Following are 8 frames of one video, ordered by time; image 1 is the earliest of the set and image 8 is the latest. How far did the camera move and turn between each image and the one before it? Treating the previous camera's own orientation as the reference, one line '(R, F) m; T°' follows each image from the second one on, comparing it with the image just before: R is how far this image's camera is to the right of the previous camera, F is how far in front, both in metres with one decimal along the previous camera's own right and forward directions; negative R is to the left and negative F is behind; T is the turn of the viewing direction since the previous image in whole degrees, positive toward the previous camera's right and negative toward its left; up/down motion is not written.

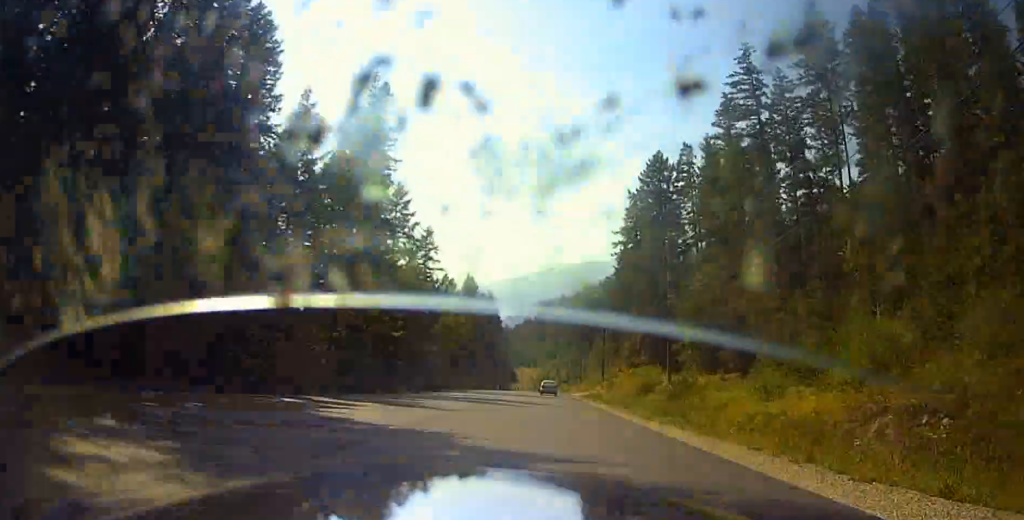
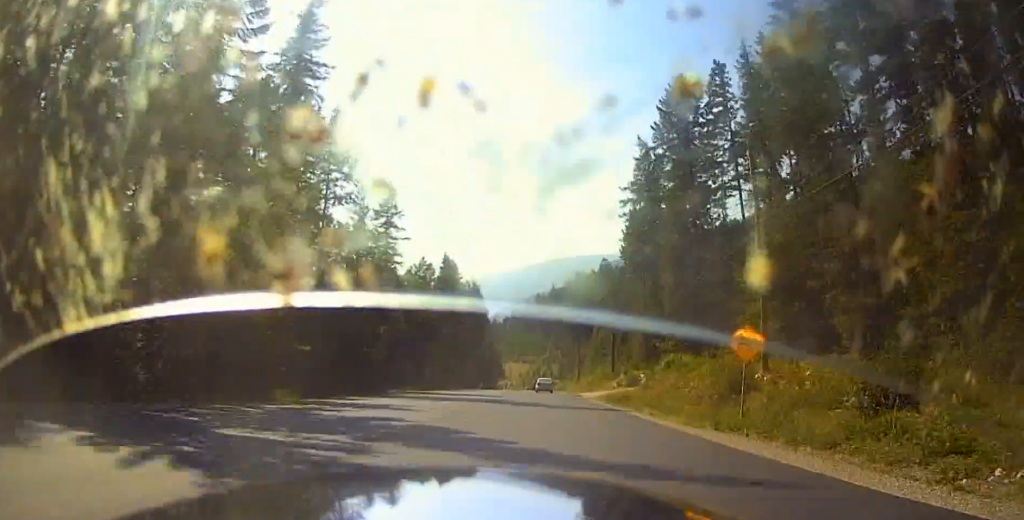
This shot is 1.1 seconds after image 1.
(+0.6, +23.6) m; +3°
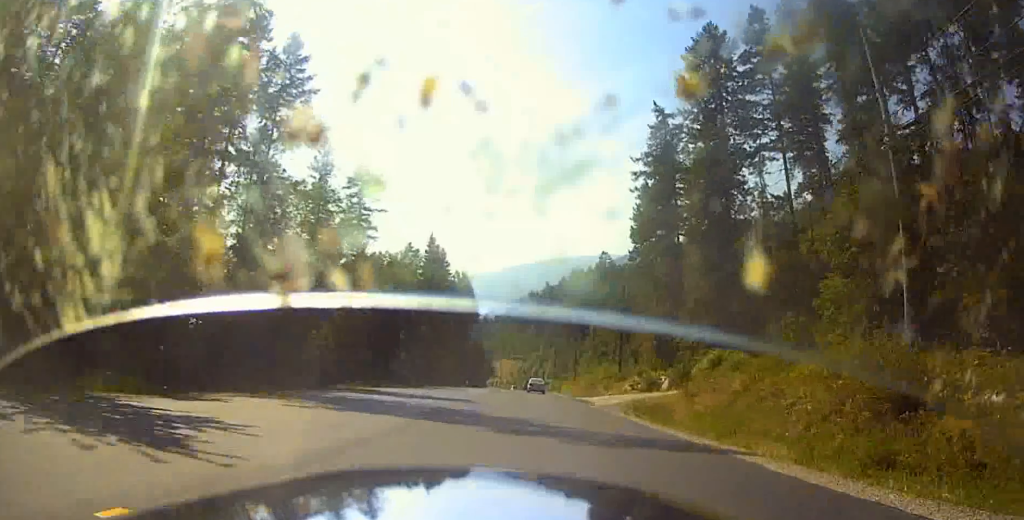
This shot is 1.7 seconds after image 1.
(+0.3, +12.6) m; +1°
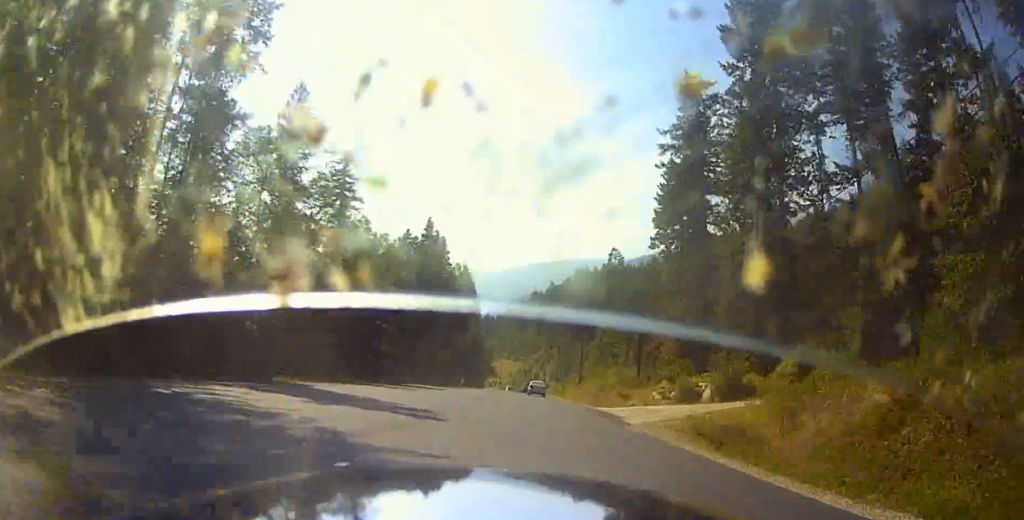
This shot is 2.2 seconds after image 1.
(+0.1, +10.7) m; 0°
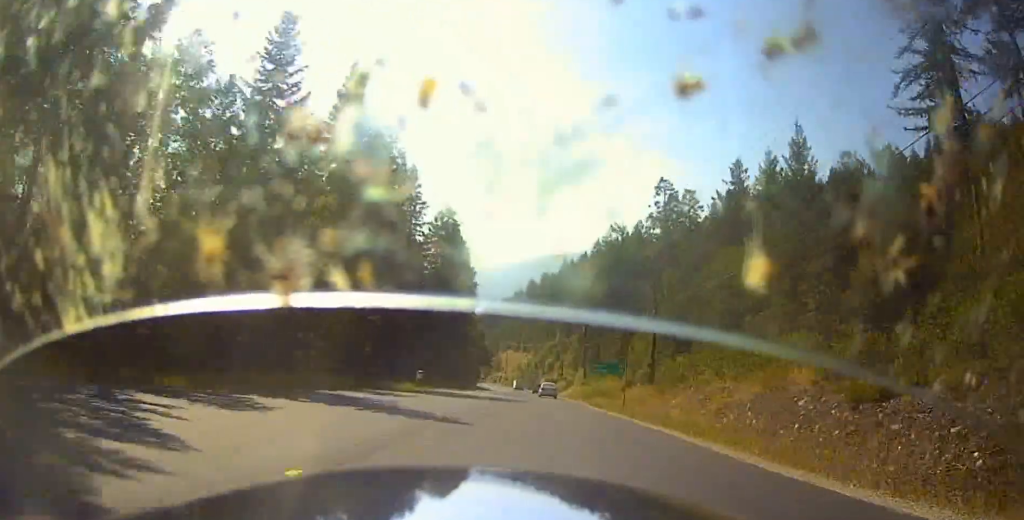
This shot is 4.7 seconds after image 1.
(-0.9, +57.8) m; -2°
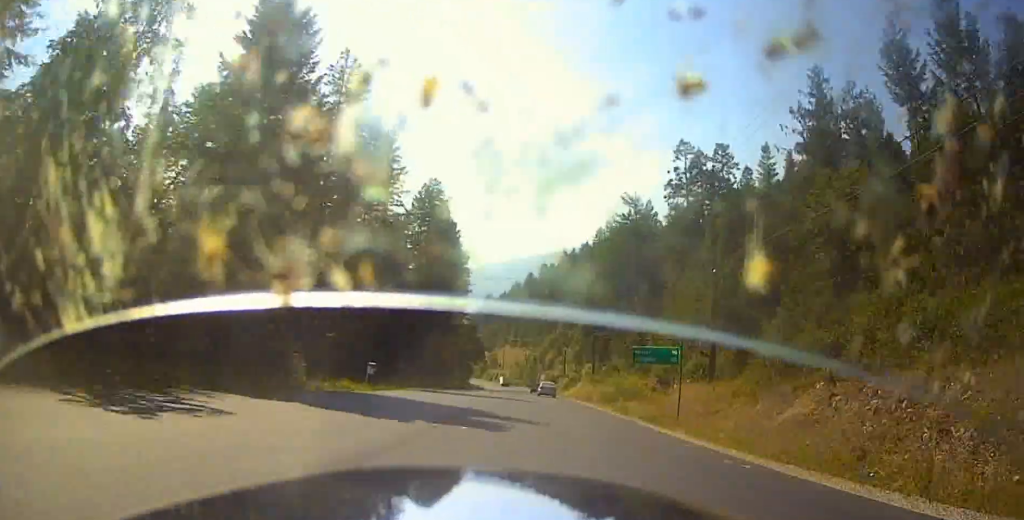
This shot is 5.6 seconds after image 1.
(-0.4, +19.9) m; 0°
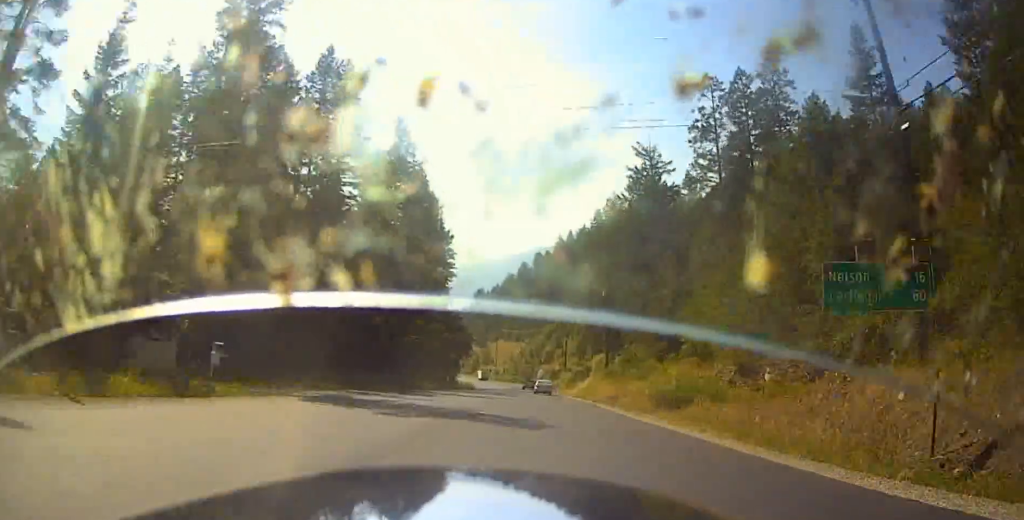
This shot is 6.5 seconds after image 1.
(+0.3, +23.8) m; -2°
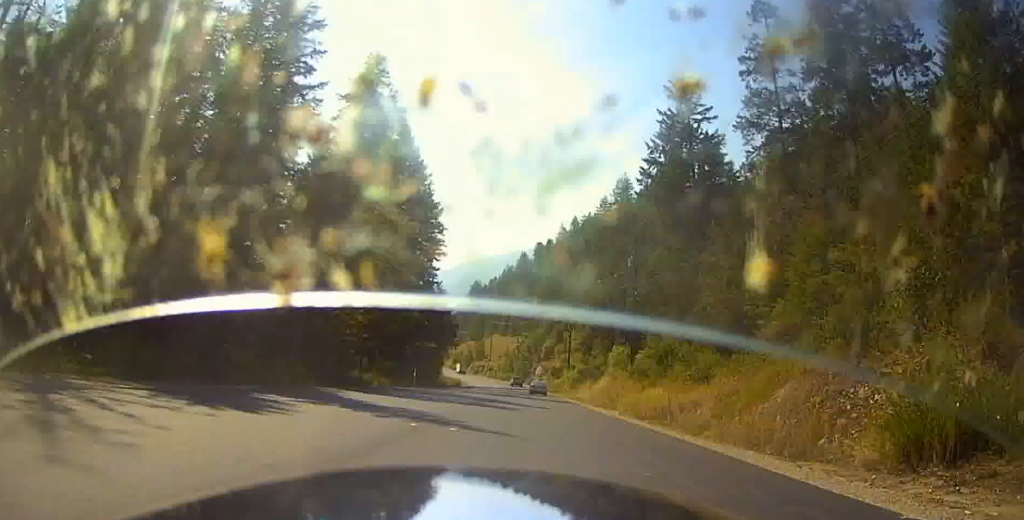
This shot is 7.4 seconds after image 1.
(-0.7, +22.0) m; -2°
